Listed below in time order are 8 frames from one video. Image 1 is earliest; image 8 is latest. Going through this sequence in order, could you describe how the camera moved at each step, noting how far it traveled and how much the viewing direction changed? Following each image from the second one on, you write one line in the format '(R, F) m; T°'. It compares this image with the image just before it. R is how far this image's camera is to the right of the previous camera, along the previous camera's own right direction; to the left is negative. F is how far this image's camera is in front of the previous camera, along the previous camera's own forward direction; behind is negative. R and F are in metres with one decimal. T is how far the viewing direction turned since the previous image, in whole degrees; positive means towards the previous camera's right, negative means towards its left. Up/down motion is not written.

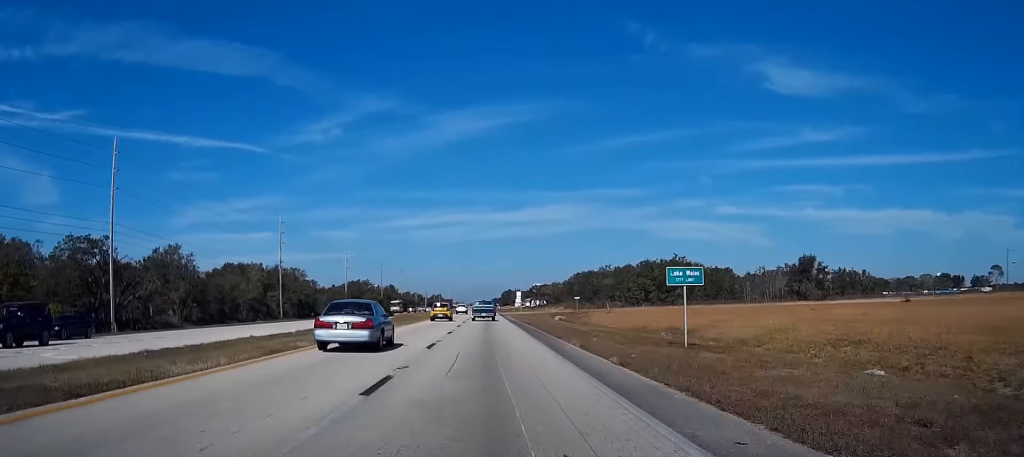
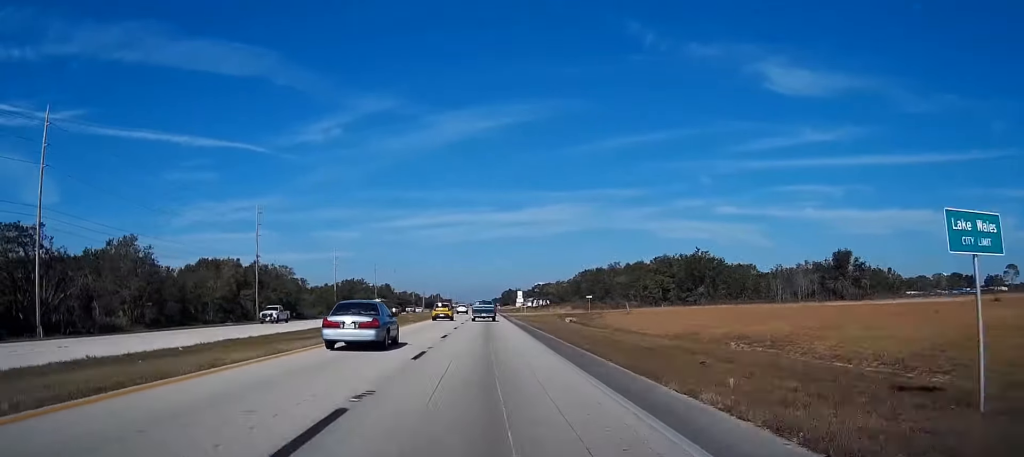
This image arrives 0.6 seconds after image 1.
(0.0, +16.5) m; 0°
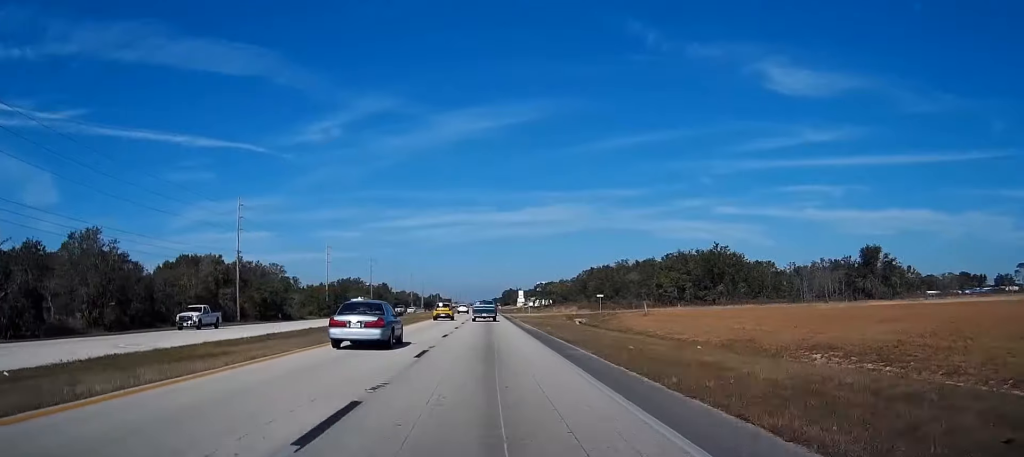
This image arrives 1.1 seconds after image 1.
(0.0, +11.3) m; 0°
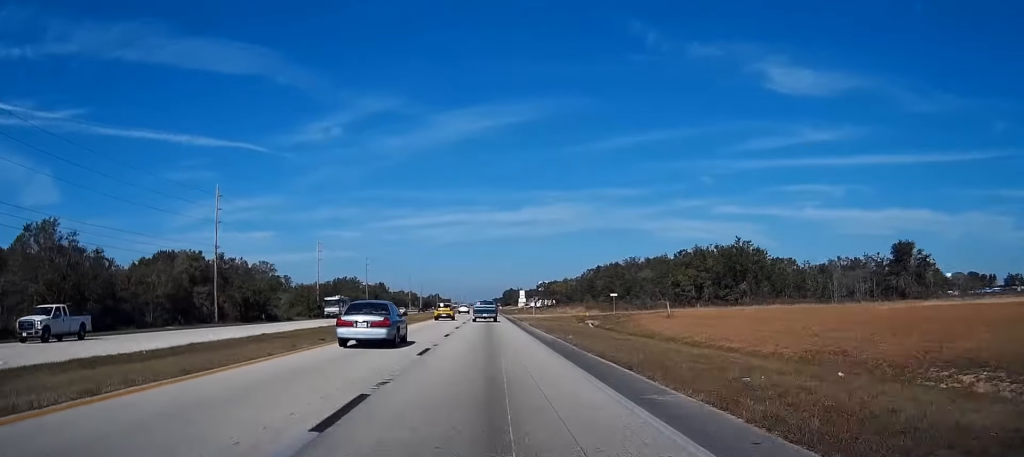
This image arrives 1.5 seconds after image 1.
(0.0, +11.3) m; 0°
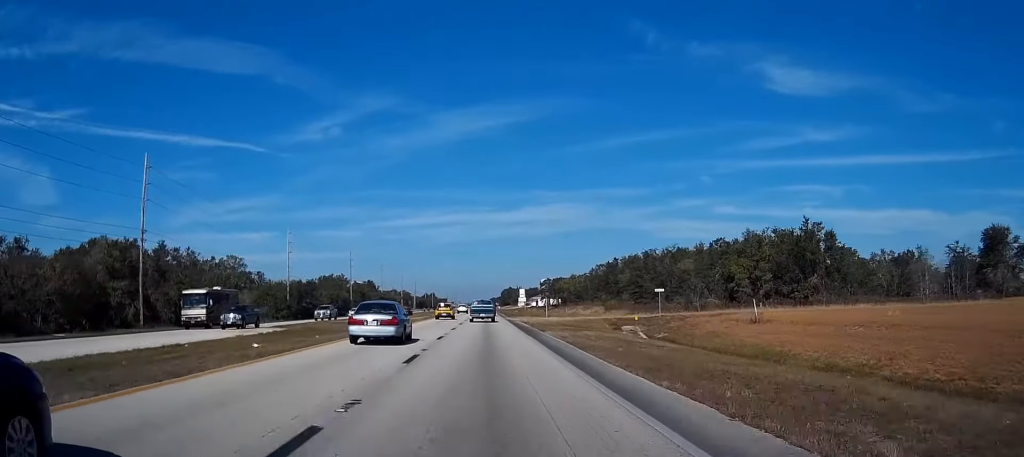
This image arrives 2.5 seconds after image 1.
(-0.2, +27.0) m; 0°
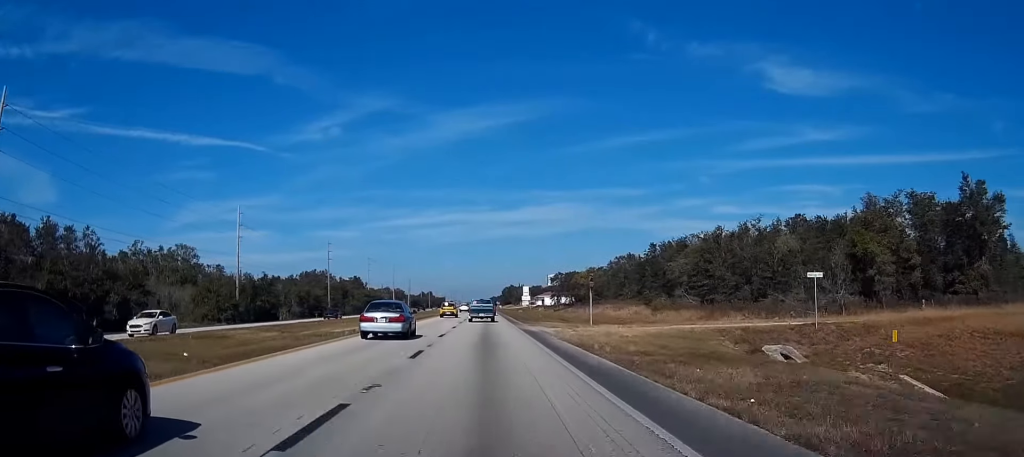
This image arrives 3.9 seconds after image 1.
(+0.1, +34.8) m; 0°
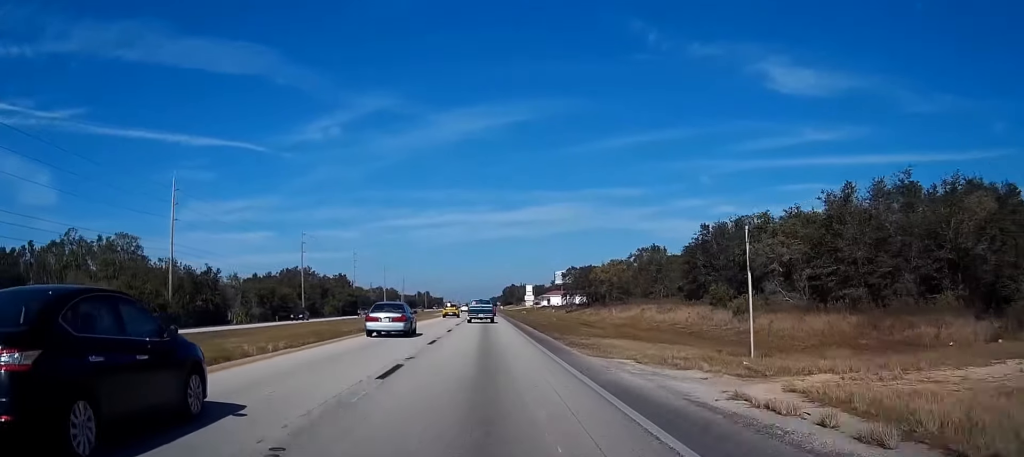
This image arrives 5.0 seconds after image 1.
(0.0, +29.6) m; 0°
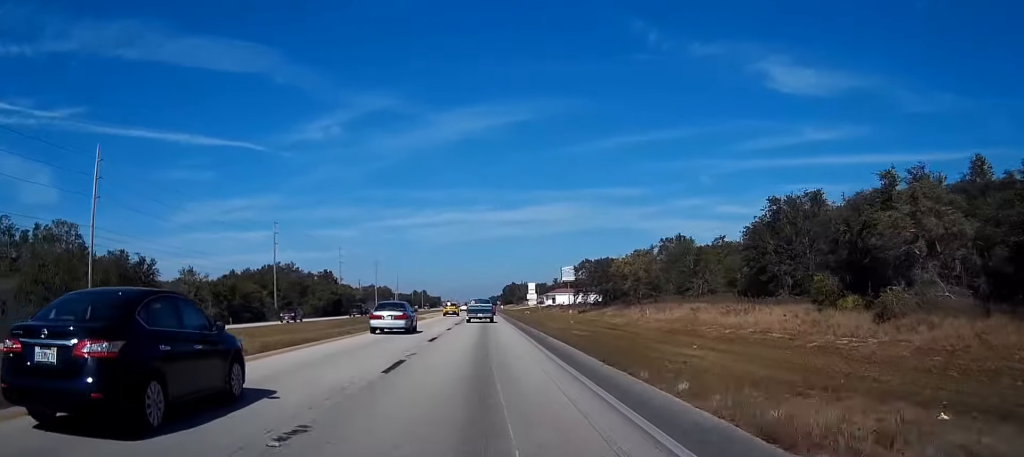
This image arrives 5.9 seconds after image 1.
(0.0, +23.5) m; 0°
